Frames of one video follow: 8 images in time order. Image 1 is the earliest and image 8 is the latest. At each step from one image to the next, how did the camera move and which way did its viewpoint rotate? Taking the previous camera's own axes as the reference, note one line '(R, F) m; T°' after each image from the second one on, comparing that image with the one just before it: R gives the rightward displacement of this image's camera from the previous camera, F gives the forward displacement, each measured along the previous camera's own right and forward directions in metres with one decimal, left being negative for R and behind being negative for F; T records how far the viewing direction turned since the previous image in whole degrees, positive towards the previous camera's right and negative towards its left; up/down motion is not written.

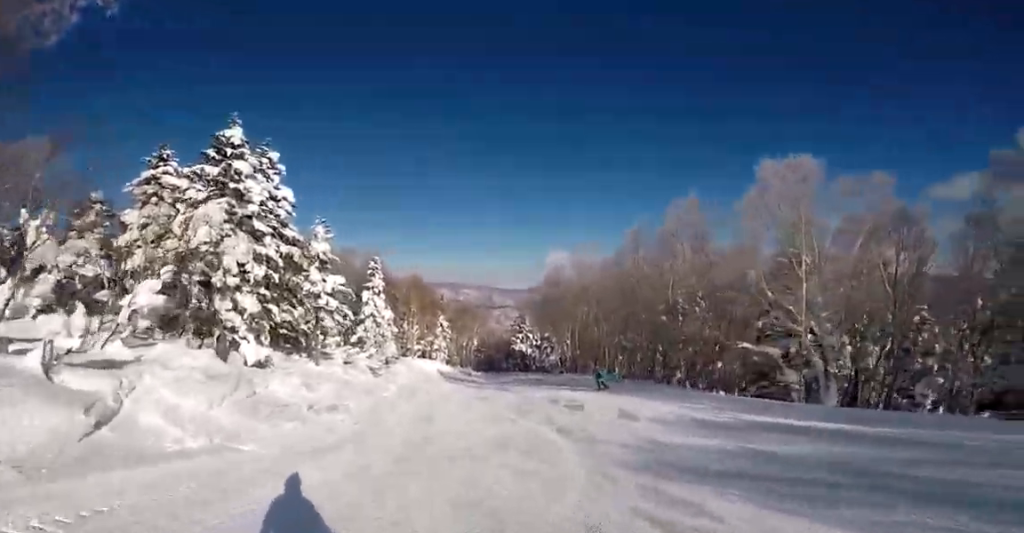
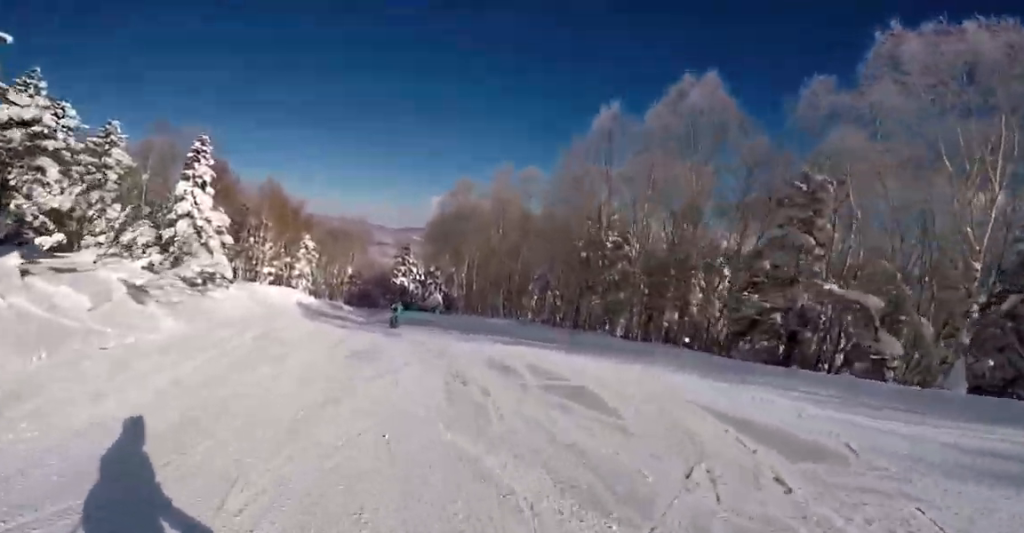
(+0.1, +10.6) m; -5°
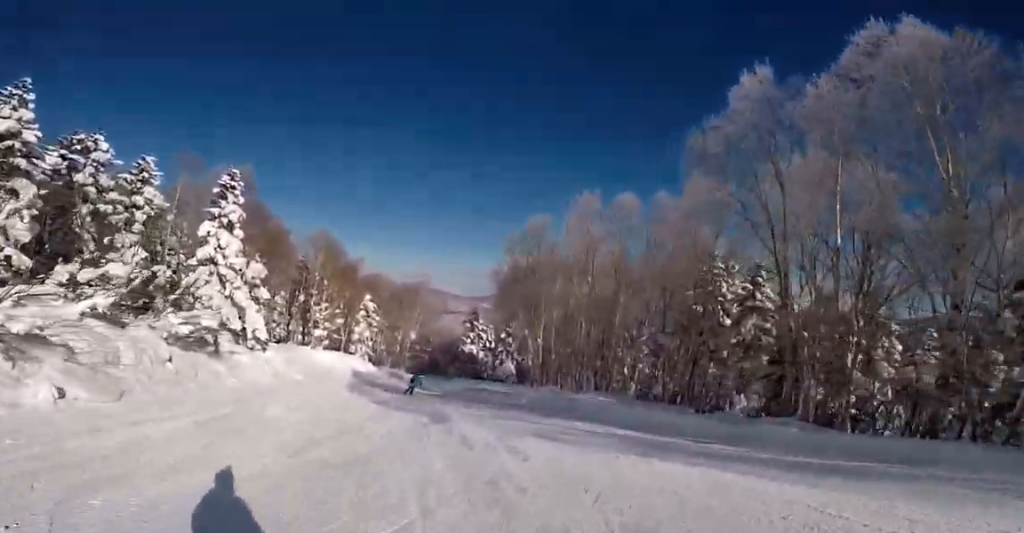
(-0.4, +6.3) m; -3°
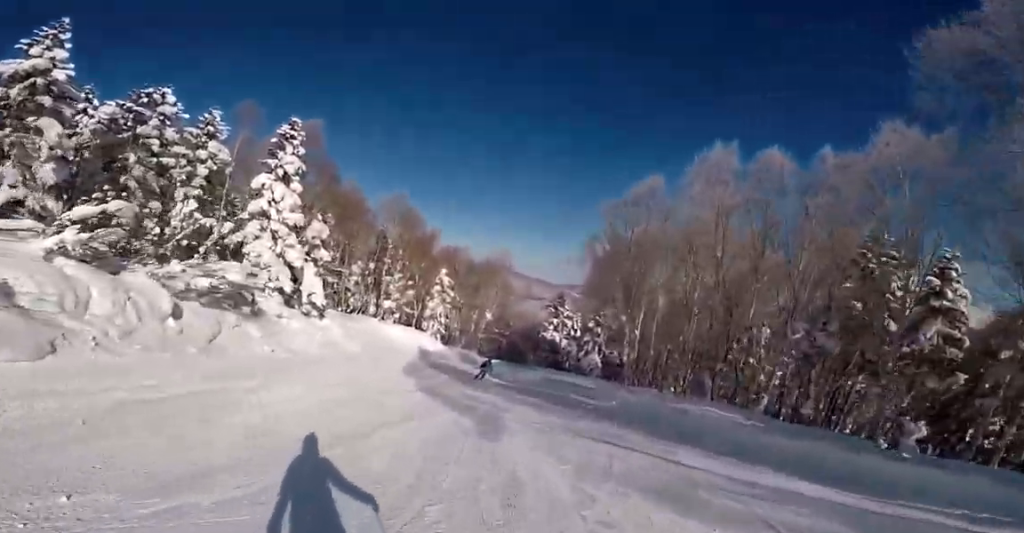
(0.0, +4.0) m; +1°
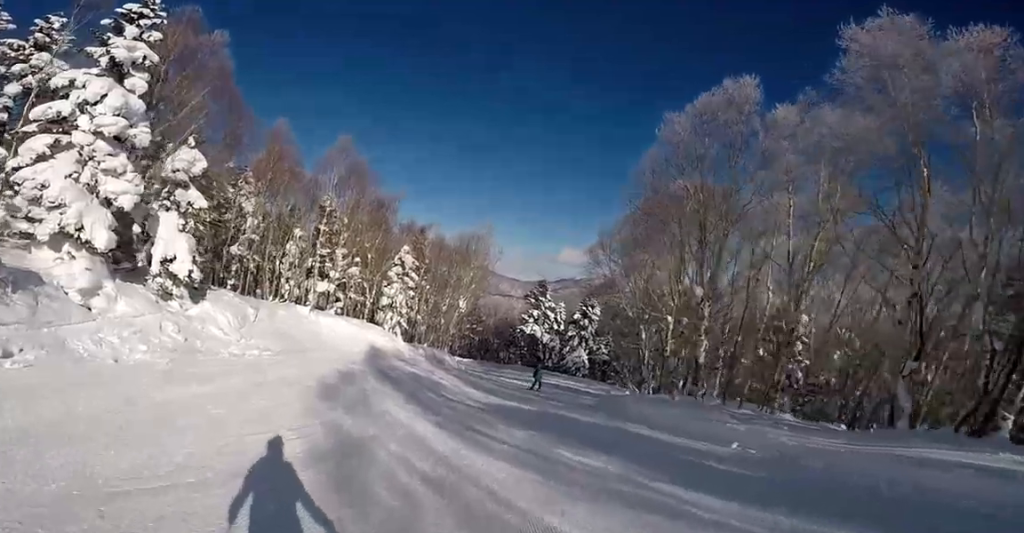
(+0.3, +9.2) m; +11°
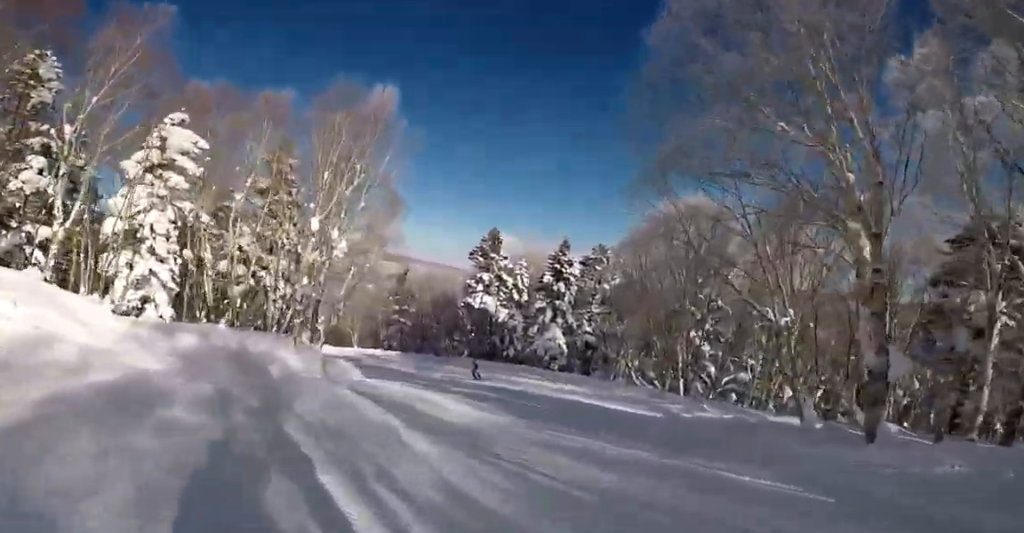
(+1.5, +21.8) m; -12°
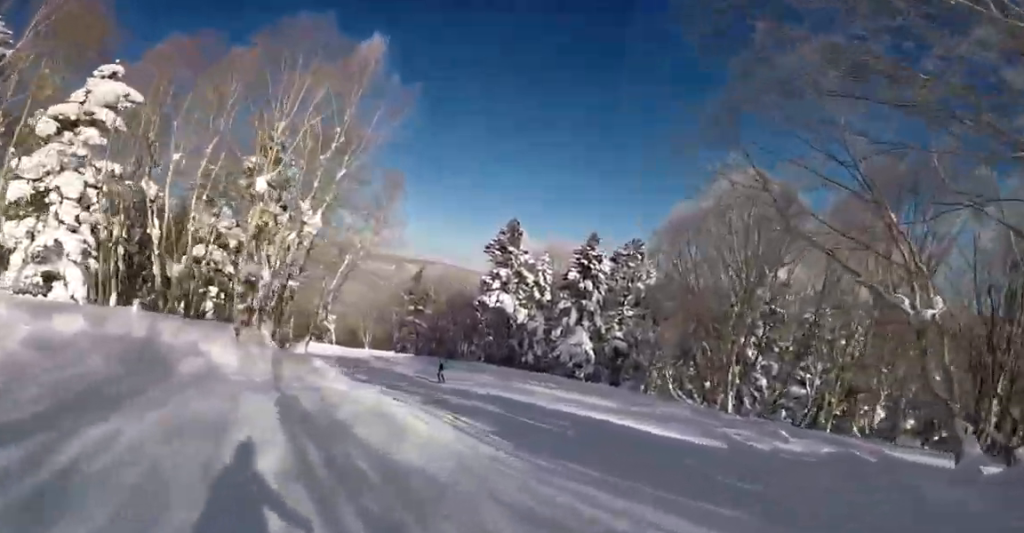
(-0.6, +4.8) m; -3°
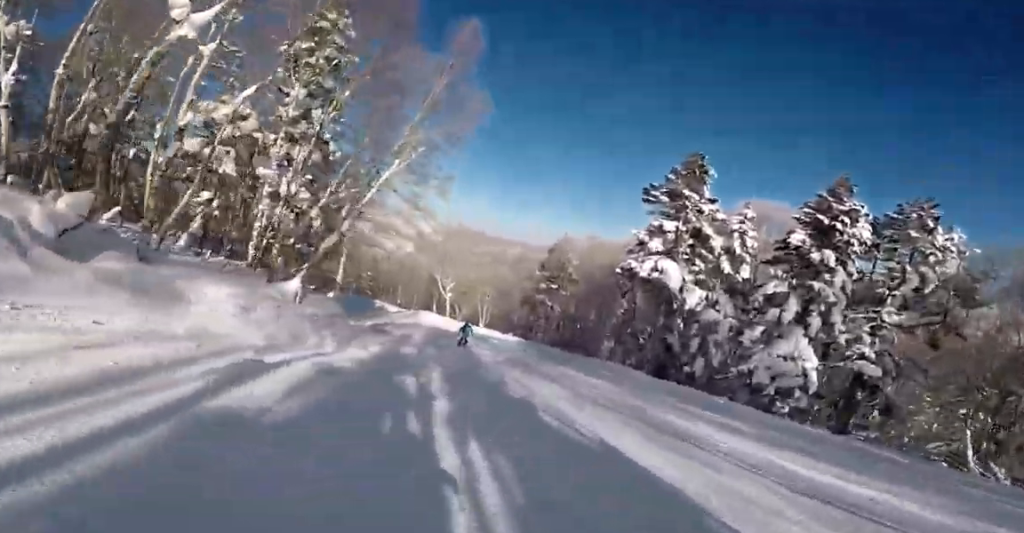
(-0.7, +12.6) m; -38°
